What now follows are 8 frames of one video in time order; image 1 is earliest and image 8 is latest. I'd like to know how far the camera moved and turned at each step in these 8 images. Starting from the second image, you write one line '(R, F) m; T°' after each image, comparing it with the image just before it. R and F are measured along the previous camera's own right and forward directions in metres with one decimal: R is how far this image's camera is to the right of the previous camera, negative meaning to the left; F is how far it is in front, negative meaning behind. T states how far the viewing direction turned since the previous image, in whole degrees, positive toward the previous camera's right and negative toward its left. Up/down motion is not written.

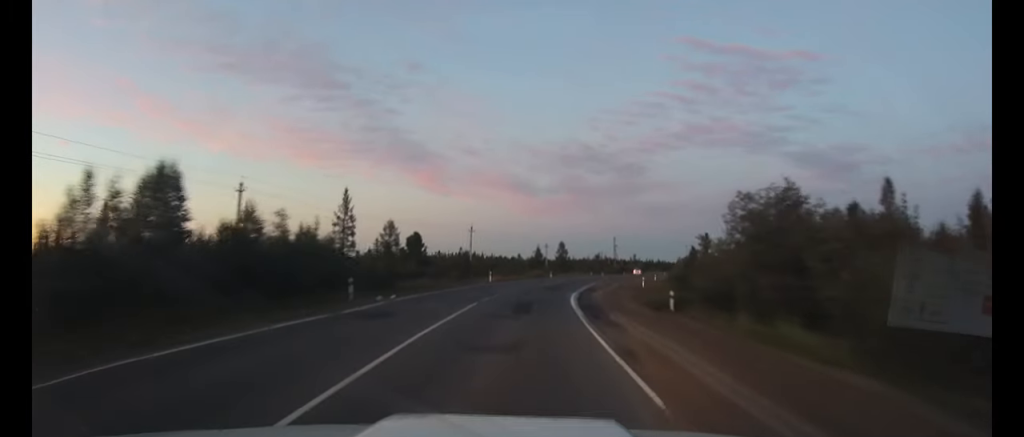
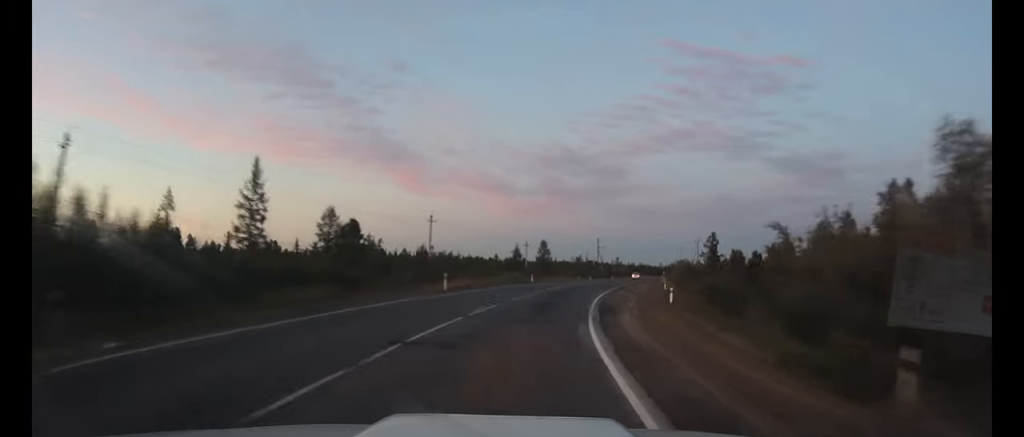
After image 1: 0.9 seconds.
(+0.2, +17.6) m; +3°
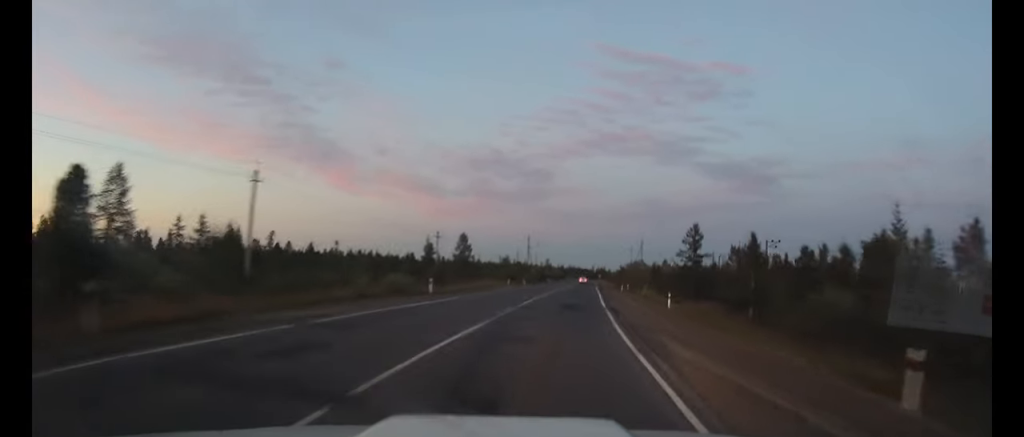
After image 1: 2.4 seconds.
(+1.9, +28.8) m; +7°
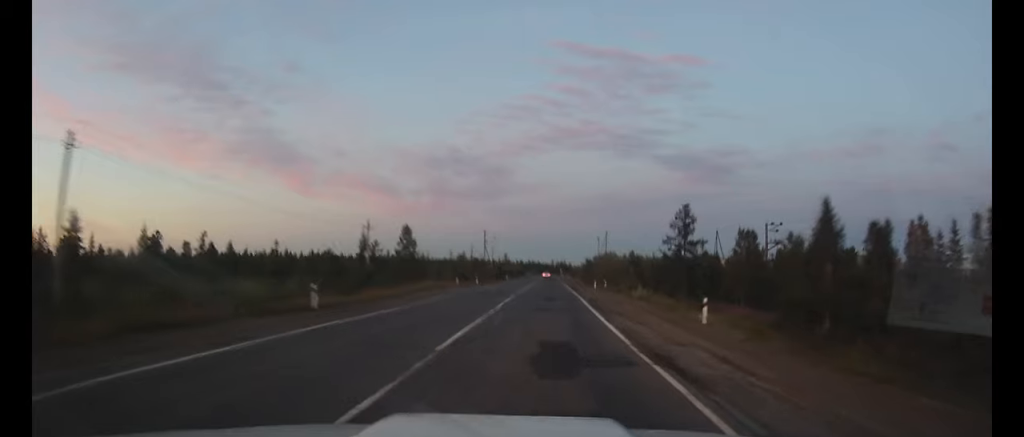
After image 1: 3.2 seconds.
(+0.4, +14.7) m; +3°
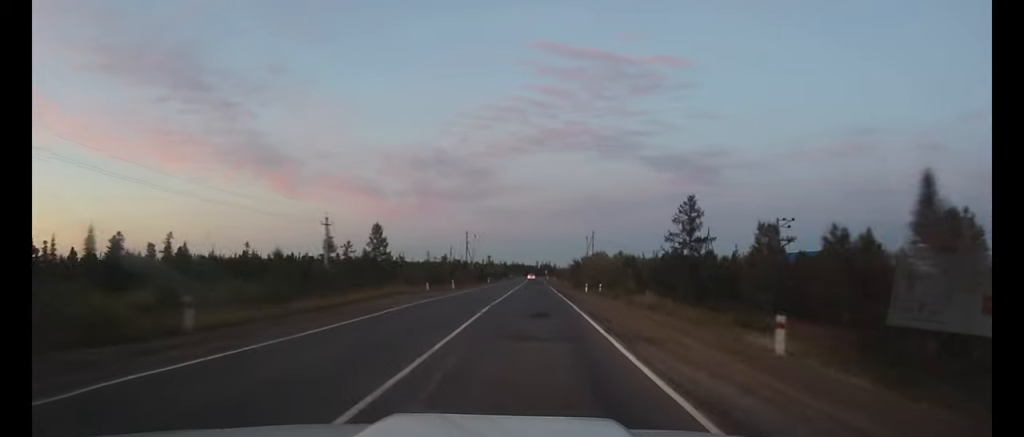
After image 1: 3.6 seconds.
(+0.2, +8.3) m; +1°
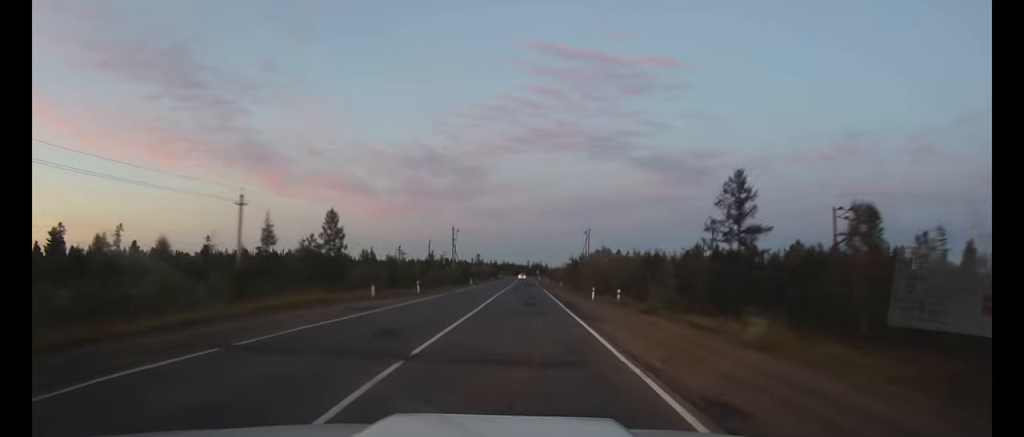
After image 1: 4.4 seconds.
(+0.3, +15.4) m; +1°
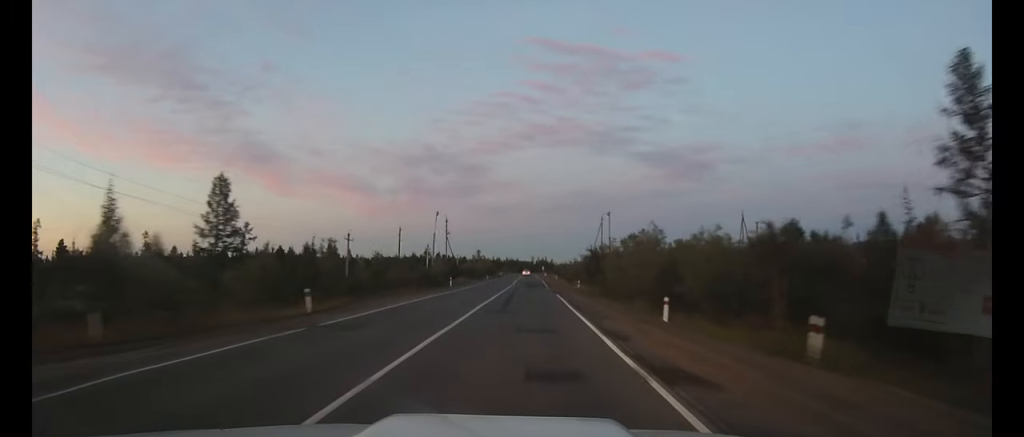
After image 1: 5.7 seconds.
(+0.1, +25.4) m; 0°
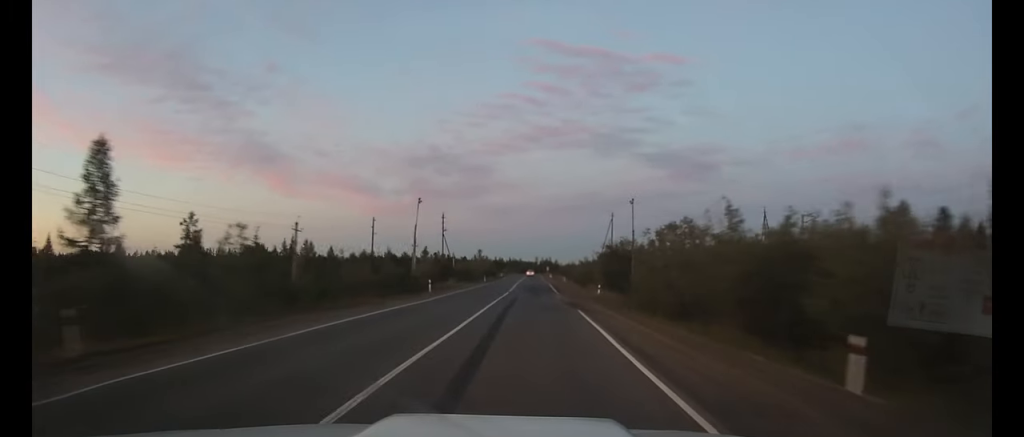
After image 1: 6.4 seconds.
(0.0, +14.6) m; 0°
